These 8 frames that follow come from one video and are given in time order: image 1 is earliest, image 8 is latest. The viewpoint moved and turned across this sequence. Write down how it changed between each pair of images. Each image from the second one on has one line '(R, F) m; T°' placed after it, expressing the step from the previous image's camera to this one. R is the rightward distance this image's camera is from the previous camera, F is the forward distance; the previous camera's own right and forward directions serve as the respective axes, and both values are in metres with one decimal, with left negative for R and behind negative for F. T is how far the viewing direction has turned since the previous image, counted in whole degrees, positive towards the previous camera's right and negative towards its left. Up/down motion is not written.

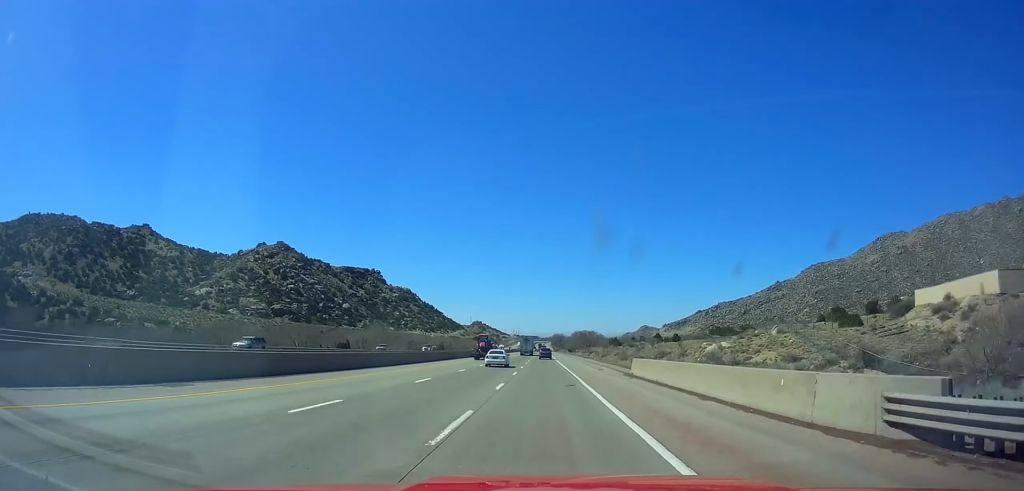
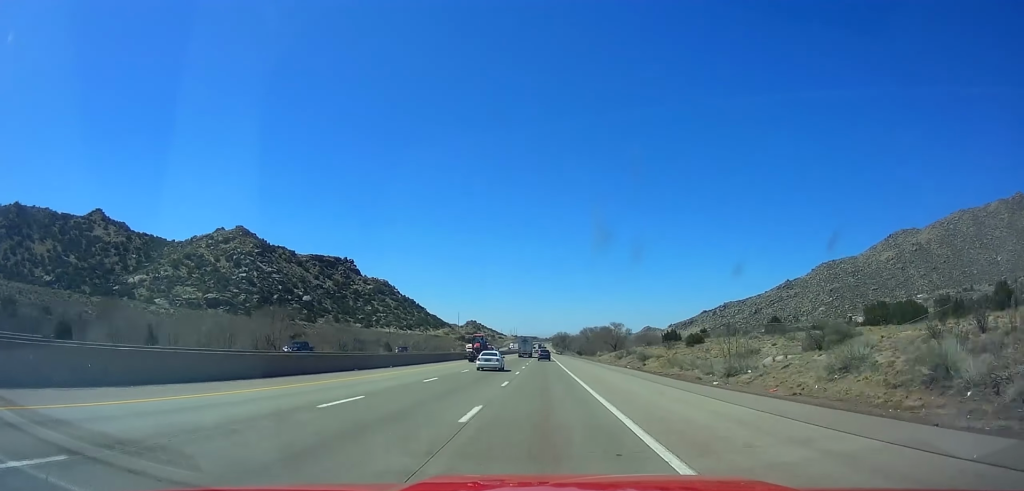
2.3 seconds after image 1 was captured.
(0.0, +81.8) m; 0°
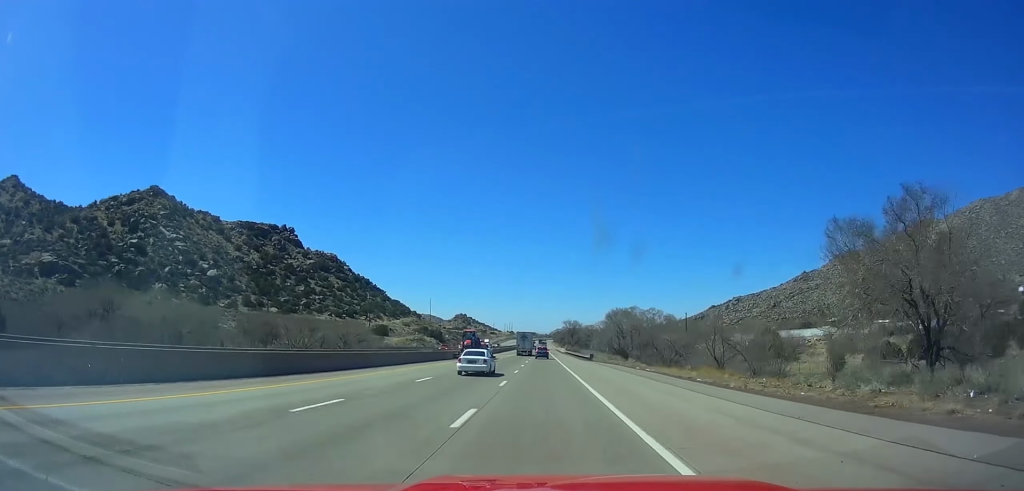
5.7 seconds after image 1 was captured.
(+0.9, +121.2) m; 0°
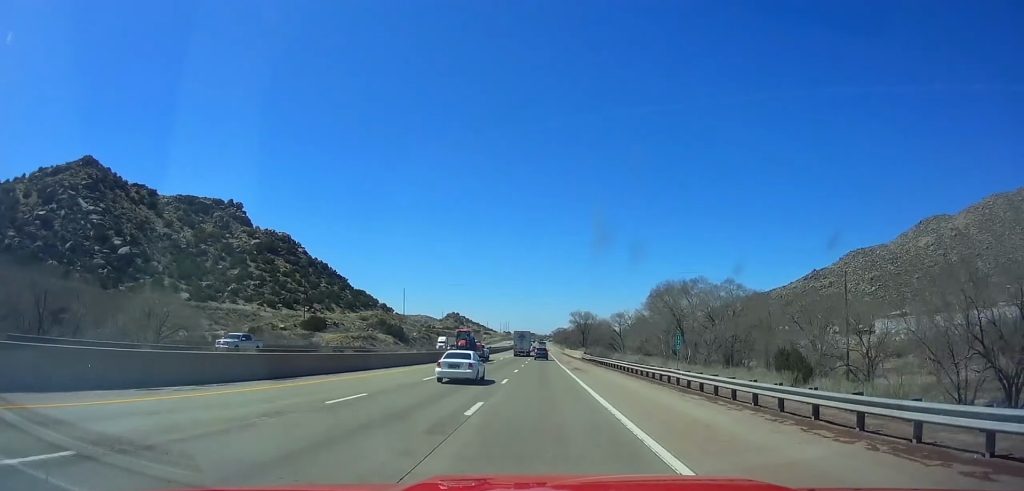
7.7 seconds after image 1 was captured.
(-0.5, +71.1) m; 0°
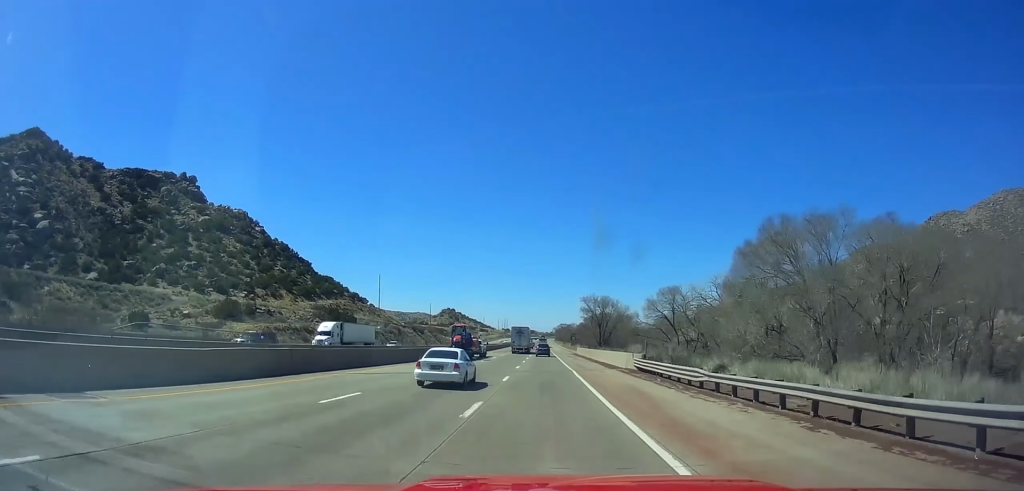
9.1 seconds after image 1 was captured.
(-0.1, +49.6) m; 0°
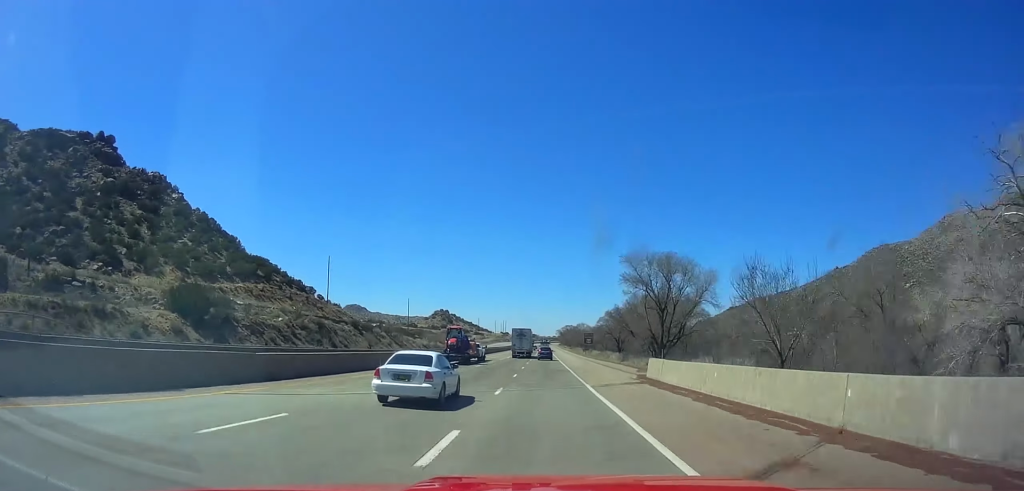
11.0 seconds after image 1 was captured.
(+0.5, +66.7) m; 0°
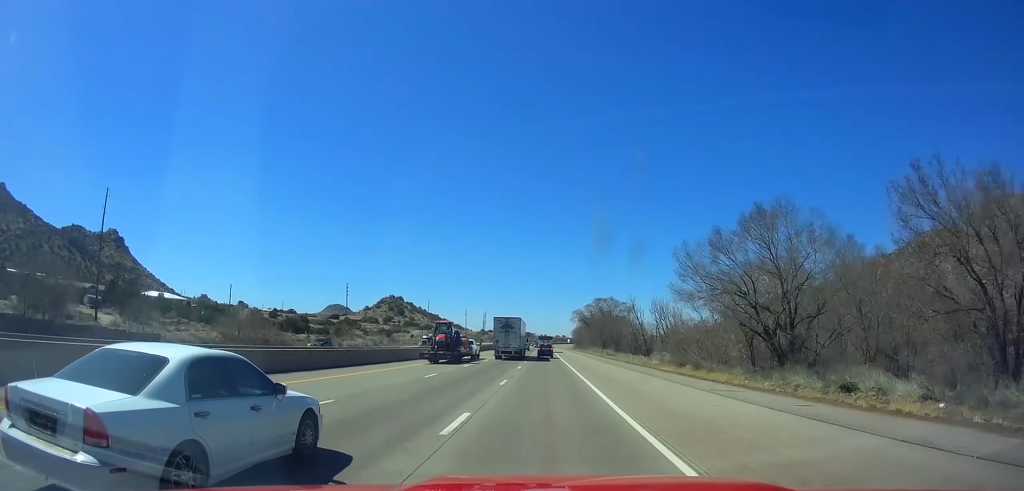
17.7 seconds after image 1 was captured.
(-0.1, +227.2) m; 0°
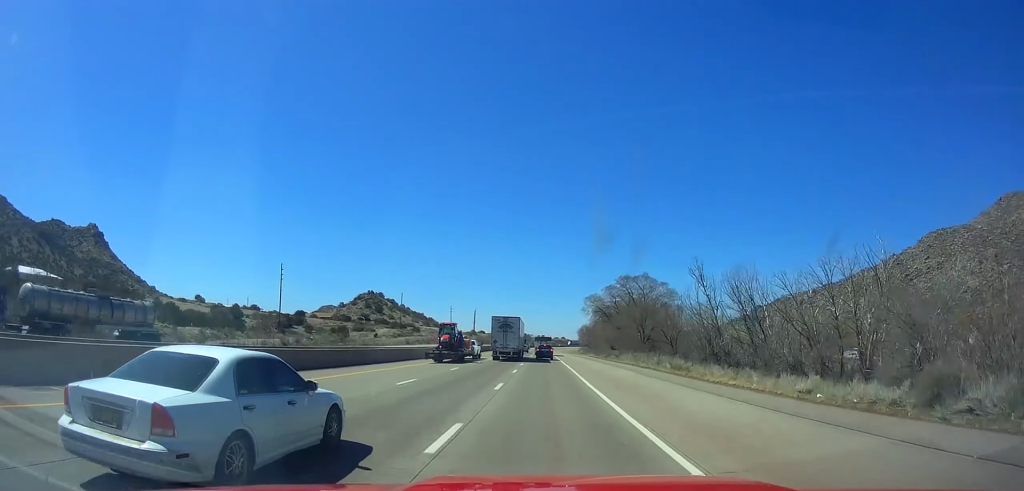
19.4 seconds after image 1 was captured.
(-0.6, +53.8) m; 0°
